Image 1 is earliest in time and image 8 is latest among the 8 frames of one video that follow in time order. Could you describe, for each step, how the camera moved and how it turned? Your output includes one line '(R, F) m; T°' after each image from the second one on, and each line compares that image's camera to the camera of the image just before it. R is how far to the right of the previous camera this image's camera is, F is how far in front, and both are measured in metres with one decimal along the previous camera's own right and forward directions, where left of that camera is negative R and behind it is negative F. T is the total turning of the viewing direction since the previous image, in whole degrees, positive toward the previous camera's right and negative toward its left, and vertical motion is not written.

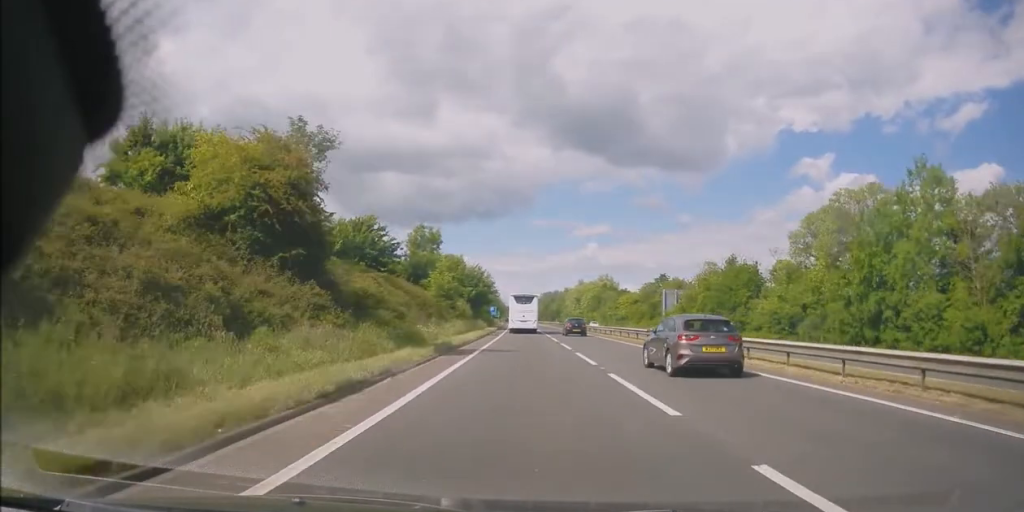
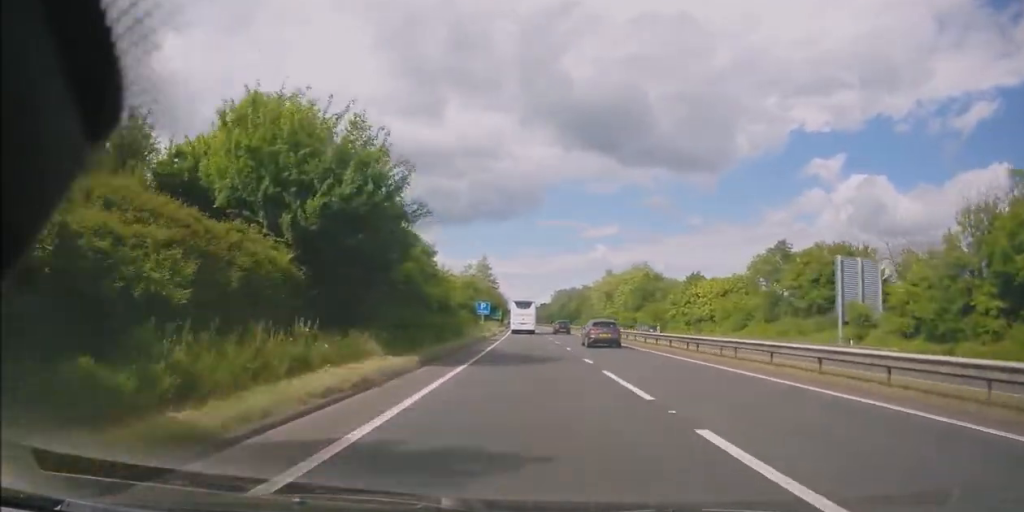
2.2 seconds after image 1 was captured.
(-0.8, +53.2) m; -2°
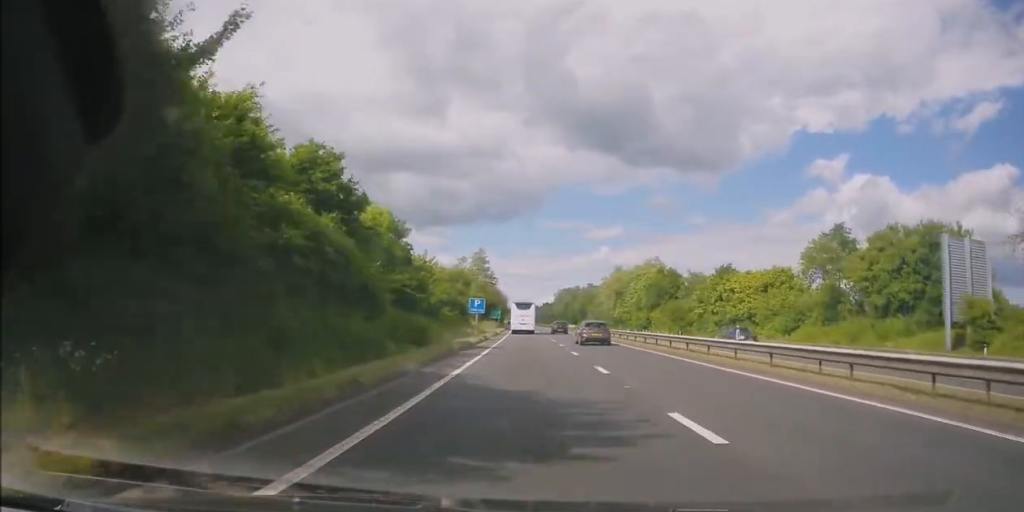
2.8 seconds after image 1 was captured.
(0.0, +12.8) m; 0°
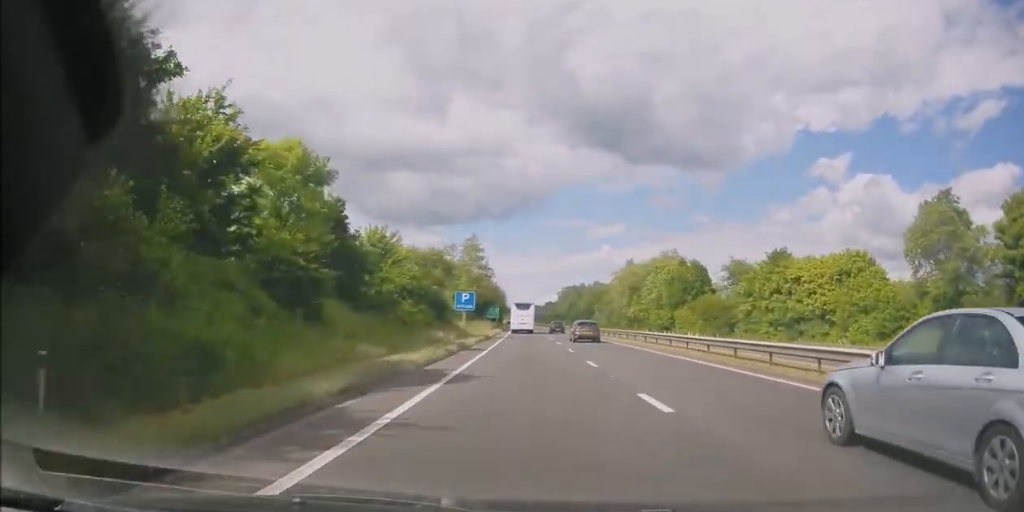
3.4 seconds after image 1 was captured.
(-0.1, +15.9) m; +1°
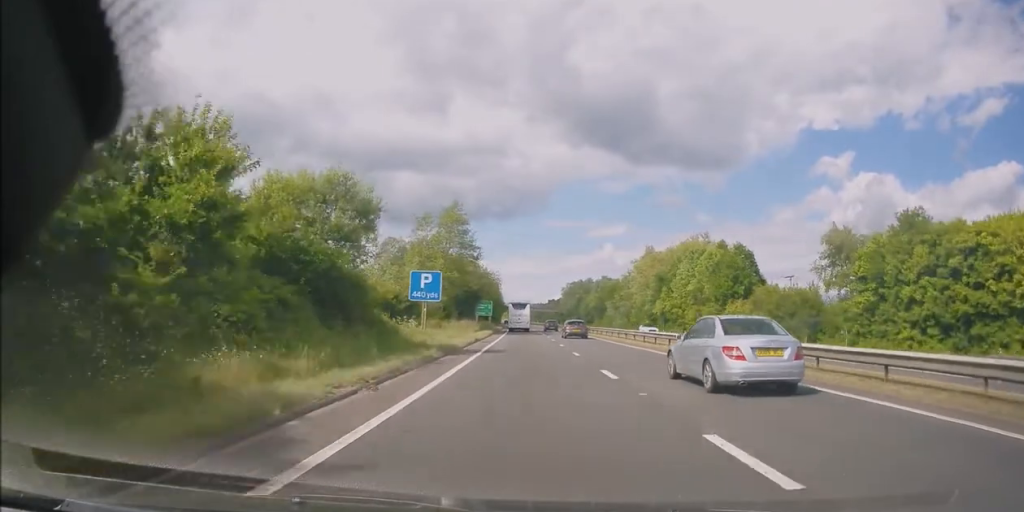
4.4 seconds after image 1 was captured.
(+0.3, +22.3) m; 0°
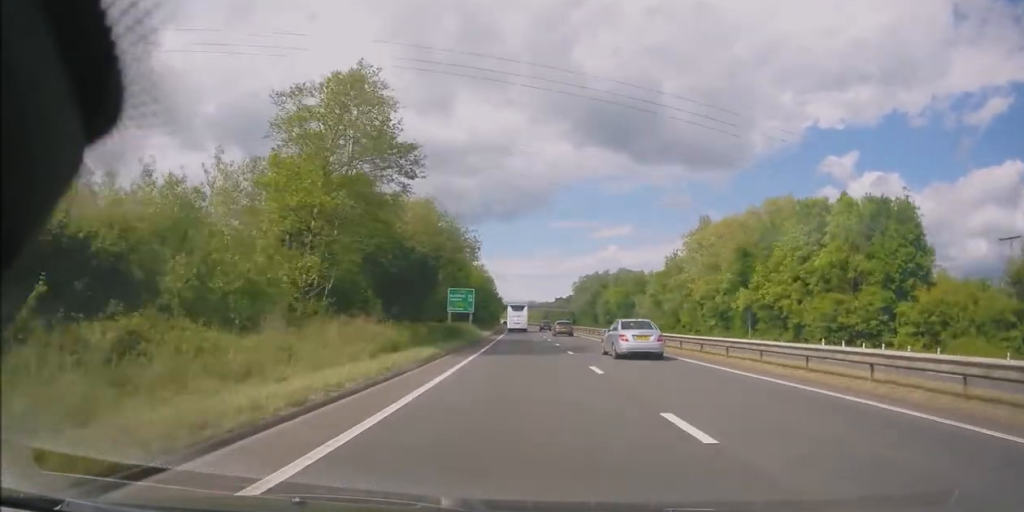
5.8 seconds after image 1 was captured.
(-0.4, +34.5) m; -1°
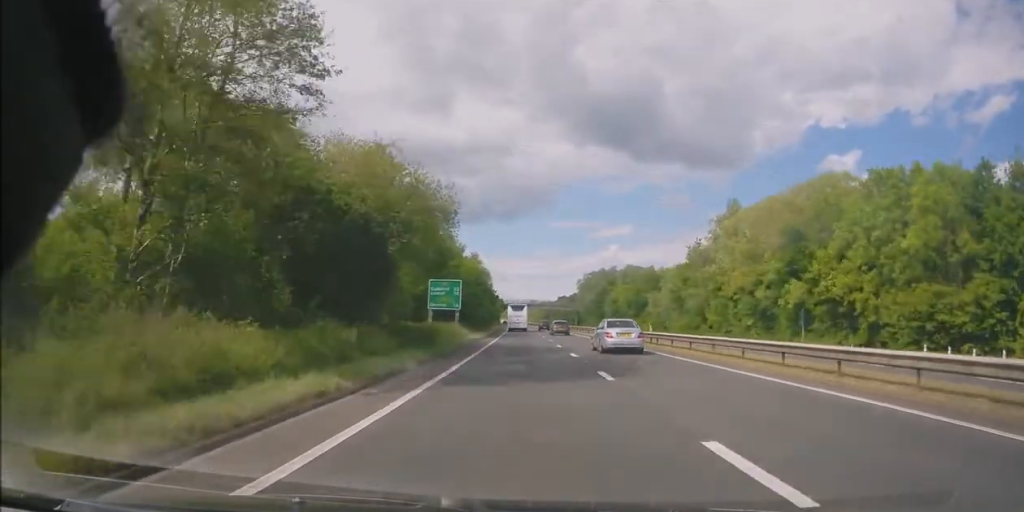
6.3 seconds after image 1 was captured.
(-0.1, +11.4) m; 0°
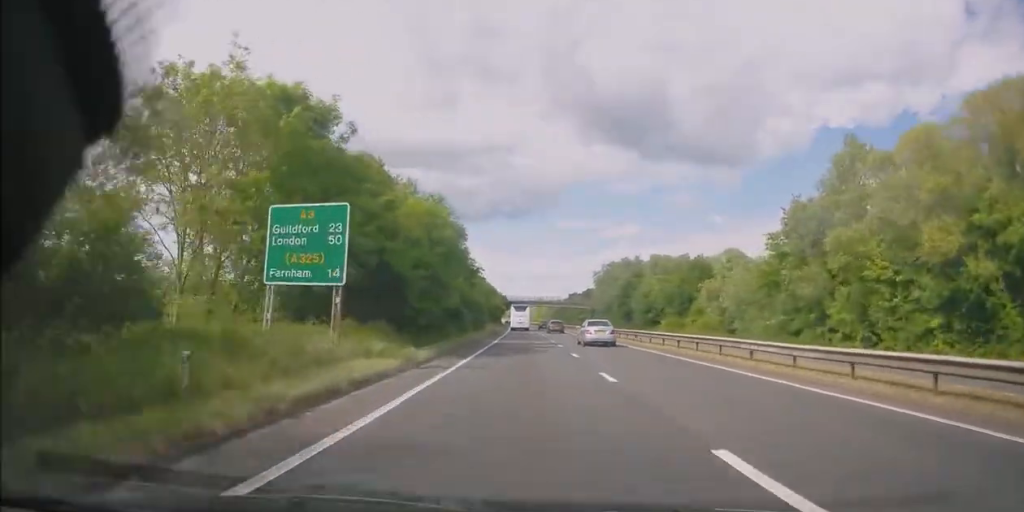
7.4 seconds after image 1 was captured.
(0.0, +27.7) m; -1°
